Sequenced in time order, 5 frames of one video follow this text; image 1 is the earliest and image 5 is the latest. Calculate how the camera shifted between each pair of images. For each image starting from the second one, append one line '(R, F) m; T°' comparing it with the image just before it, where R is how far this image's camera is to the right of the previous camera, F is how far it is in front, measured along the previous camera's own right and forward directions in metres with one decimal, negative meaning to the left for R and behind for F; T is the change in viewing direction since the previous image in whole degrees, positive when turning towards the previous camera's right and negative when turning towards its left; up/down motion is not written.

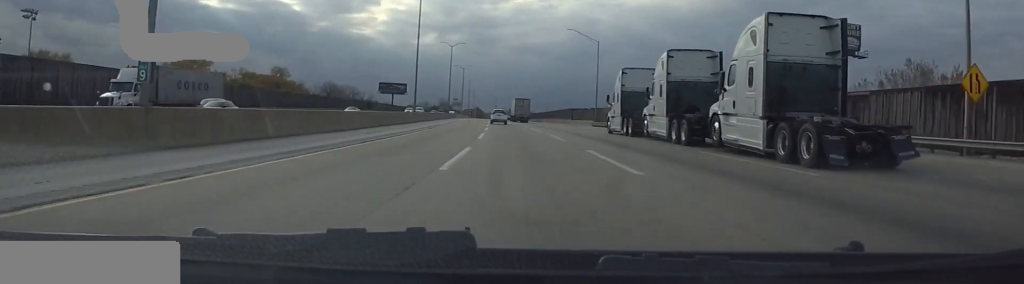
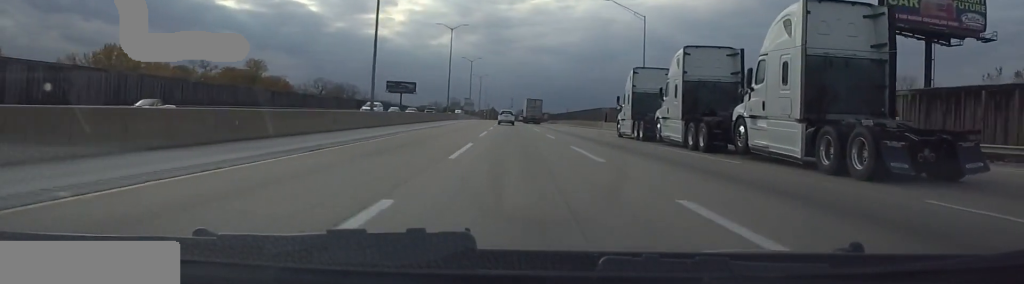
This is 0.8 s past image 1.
(+0.2, +26.3) m; -2°
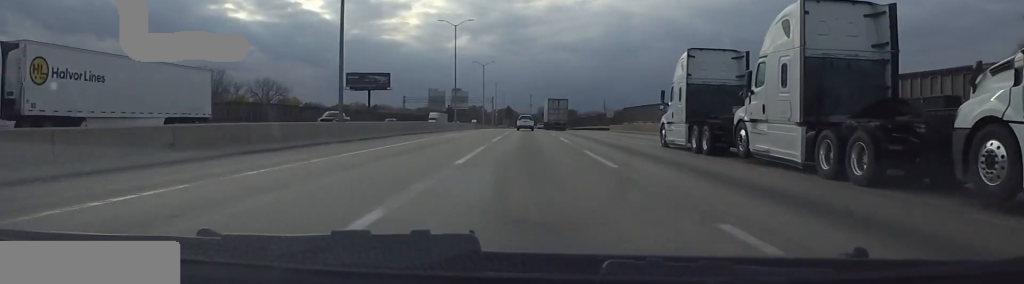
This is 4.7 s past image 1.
(+0.2, +122.8) m; 0°
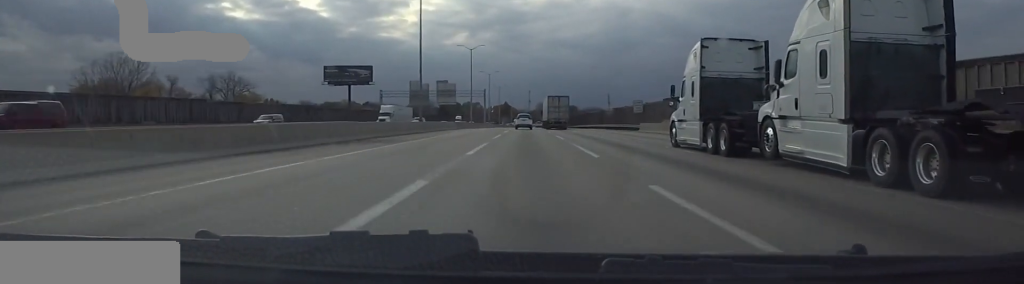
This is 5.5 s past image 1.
(+0.7, +26.9) m; +2°
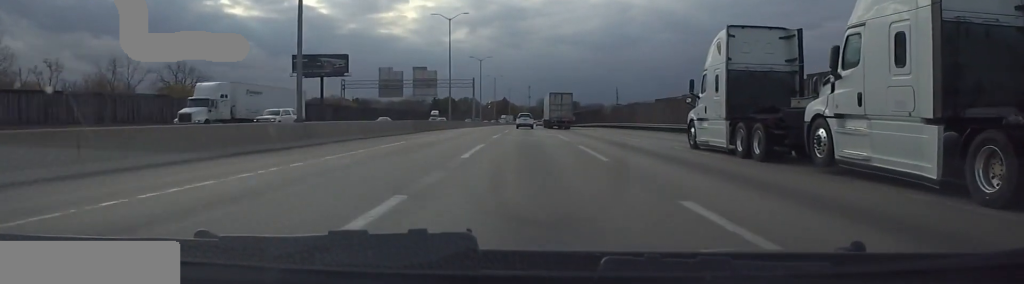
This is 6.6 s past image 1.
(+0.5, +32.2) m; +1°
